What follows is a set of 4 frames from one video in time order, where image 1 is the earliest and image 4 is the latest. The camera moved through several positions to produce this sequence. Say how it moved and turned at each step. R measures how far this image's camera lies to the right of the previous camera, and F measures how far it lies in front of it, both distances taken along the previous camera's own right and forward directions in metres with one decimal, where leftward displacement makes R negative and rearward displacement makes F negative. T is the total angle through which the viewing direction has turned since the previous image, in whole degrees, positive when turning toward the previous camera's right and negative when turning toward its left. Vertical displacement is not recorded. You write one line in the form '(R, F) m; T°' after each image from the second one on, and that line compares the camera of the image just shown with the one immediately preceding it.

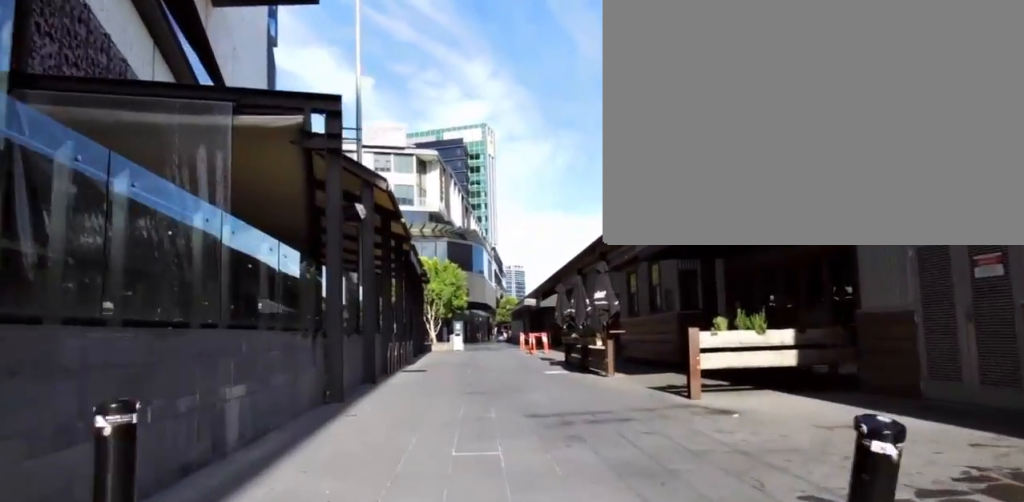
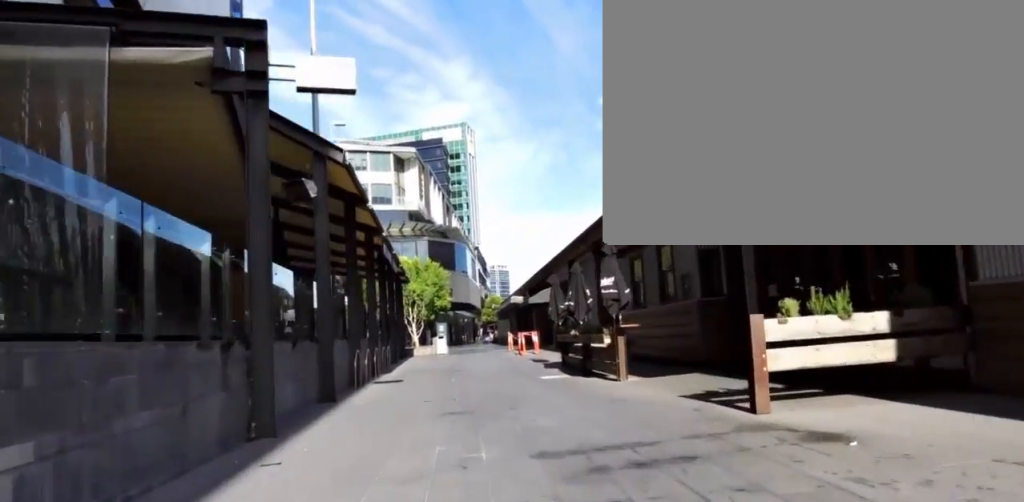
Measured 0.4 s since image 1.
(0.0, +2.4) m; 0°
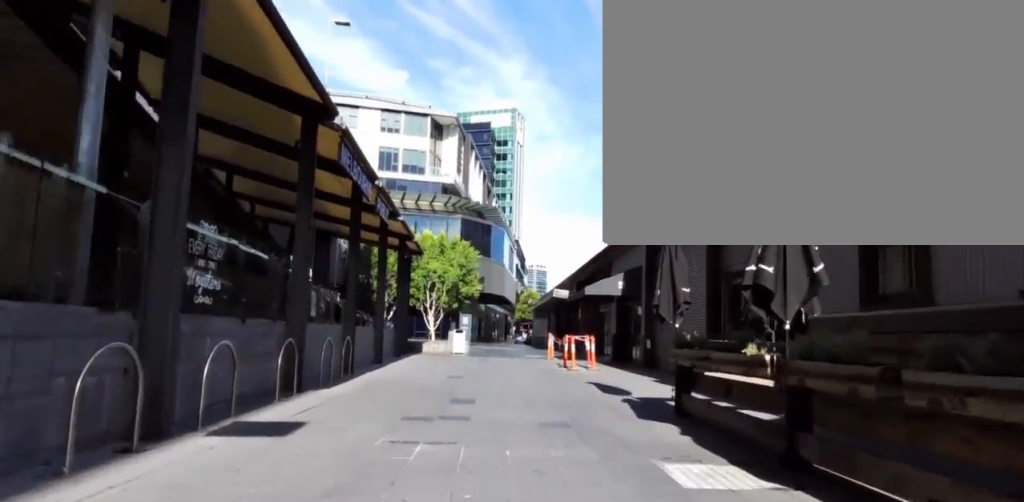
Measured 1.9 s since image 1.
(0.0, +8.8) m; 0°
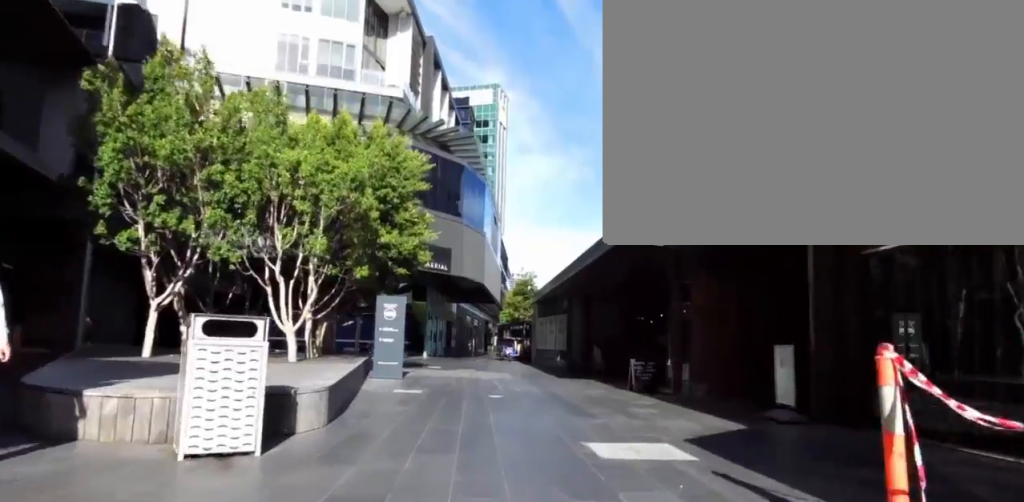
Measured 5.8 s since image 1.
(+0.1, +23.9) m; +7°
